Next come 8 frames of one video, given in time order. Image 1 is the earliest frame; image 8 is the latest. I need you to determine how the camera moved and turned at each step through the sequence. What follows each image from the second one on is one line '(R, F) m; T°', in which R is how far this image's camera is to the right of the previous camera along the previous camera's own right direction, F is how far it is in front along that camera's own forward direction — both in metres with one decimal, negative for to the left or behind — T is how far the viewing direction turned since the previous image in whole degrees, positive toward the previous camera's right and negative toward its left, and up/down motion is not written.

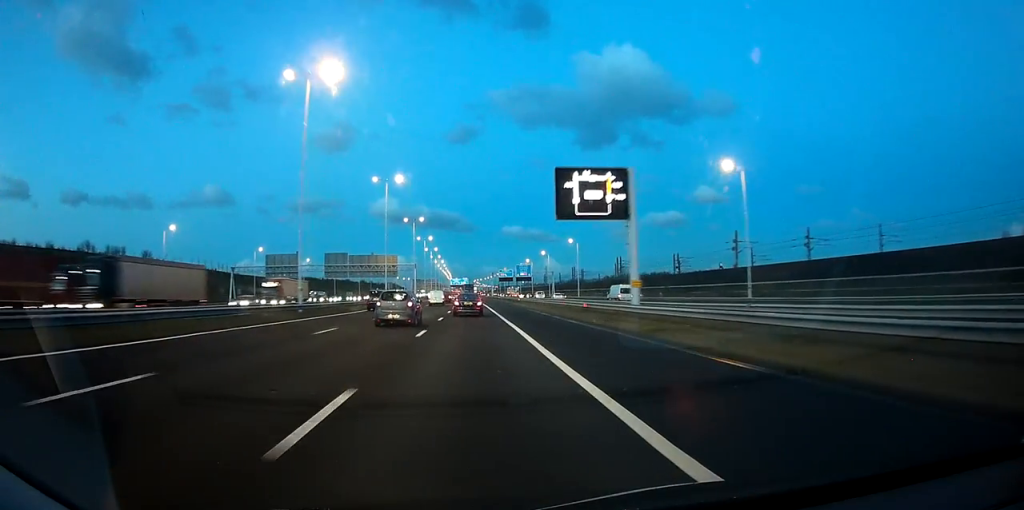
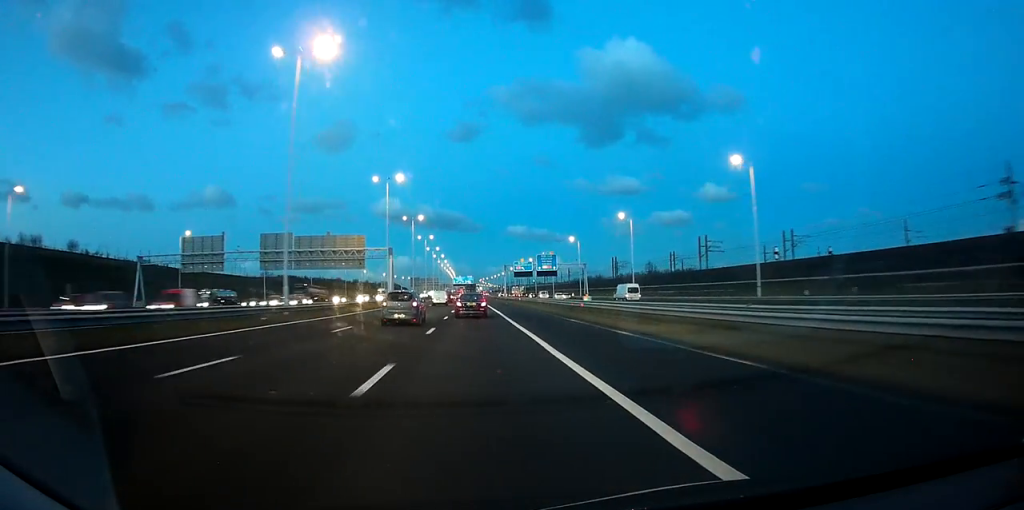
(-0.1, +46.8) m; 0°
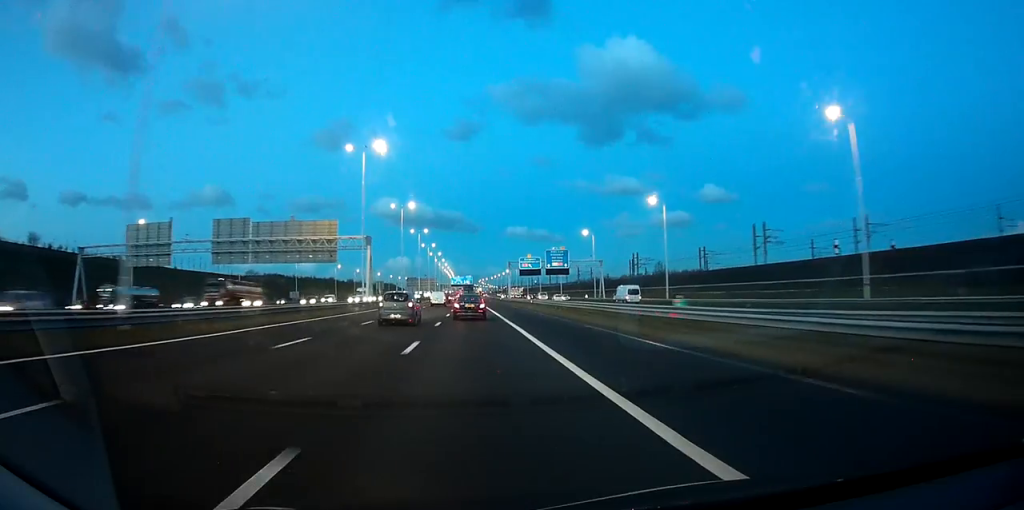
(0.0, +18.4) m; 0°
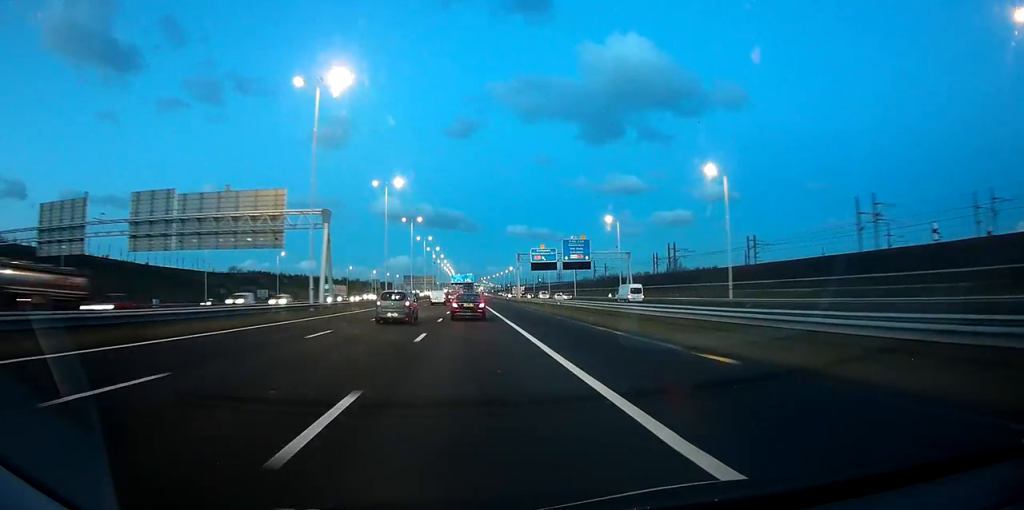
(-0.2, +21.1) m; -1°
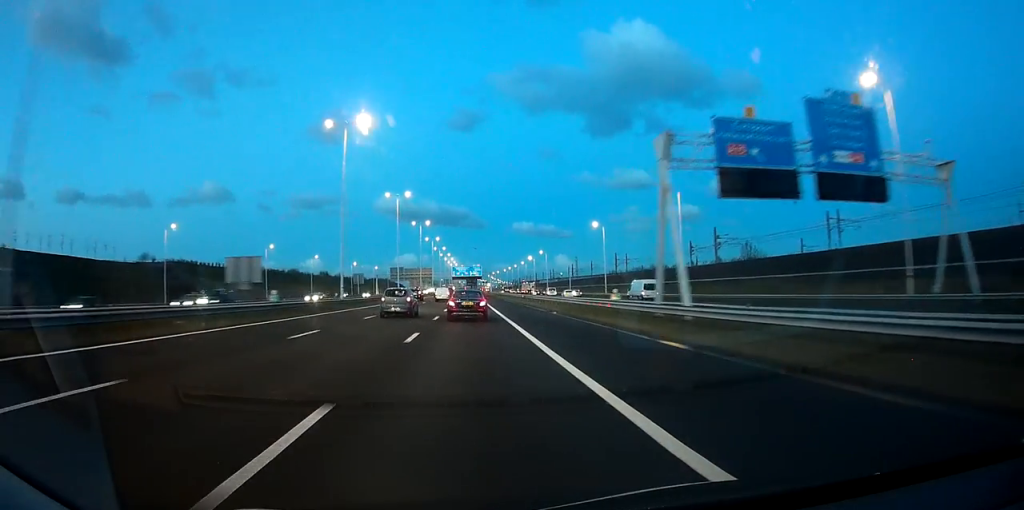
(-0.3, +74.1) m; 0°
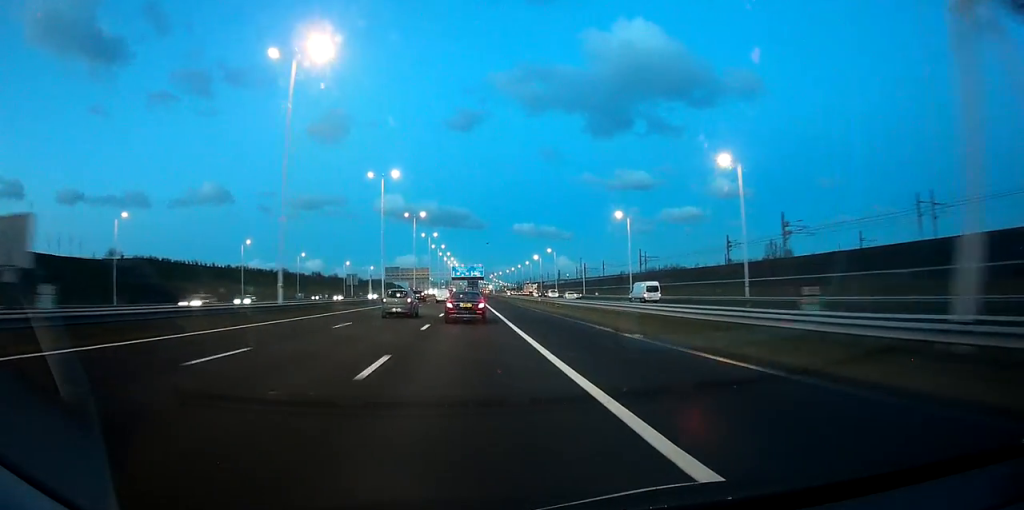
(+0.2, +18.3) m; 0°
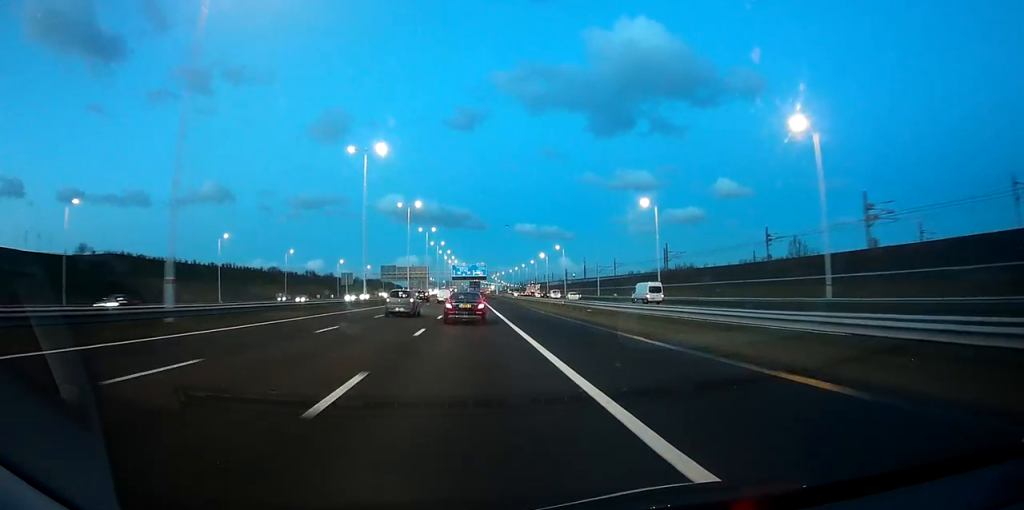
(+0.2, +14.8) m; 0°
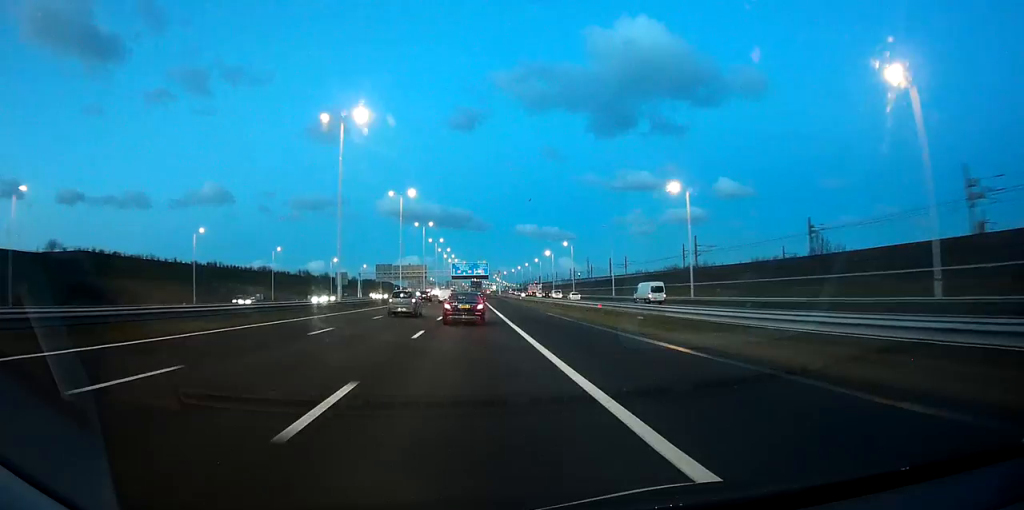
(-0.2, +12.9) m; 0°
